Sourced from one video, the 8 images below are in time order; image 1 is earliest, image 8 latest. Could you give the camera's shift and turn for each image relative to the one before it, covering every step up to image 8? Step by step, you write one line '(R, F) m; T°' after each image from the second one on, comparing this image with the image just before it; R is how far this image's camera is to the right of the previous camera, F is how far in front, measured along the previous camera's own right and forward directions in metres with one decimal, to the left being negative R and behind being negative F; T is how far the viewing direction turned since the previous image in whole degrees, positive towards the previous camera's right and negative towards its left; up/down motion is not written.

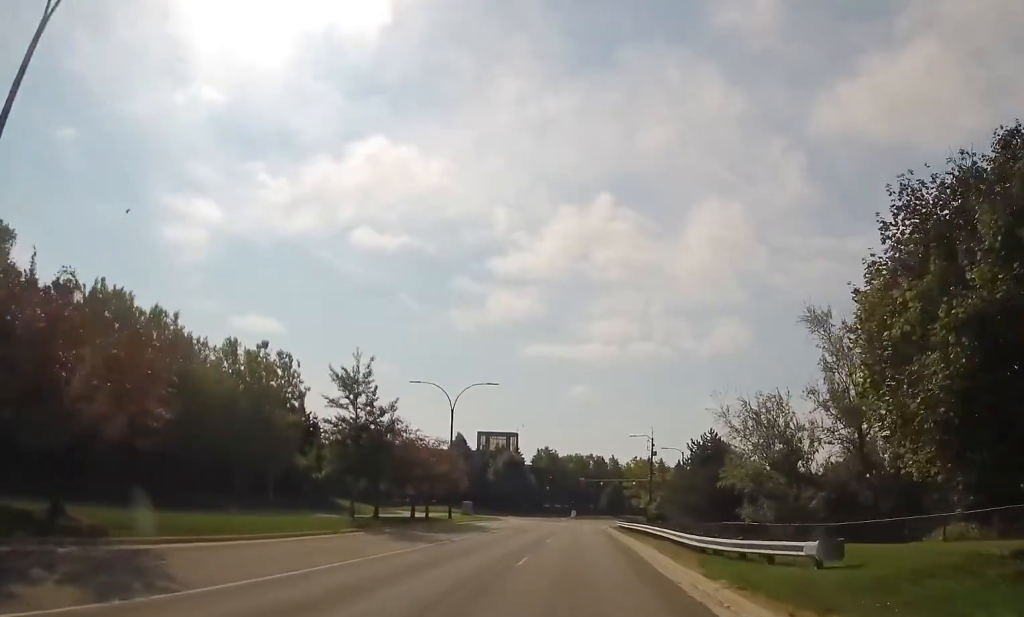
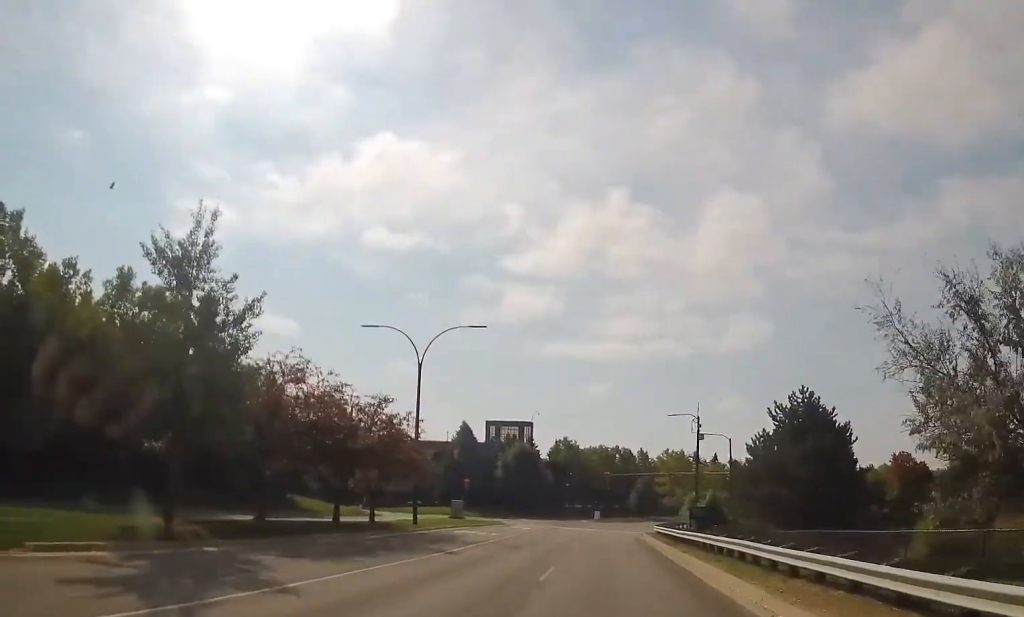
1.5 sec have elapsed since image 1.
(-0.2, +19.3) m; -1°
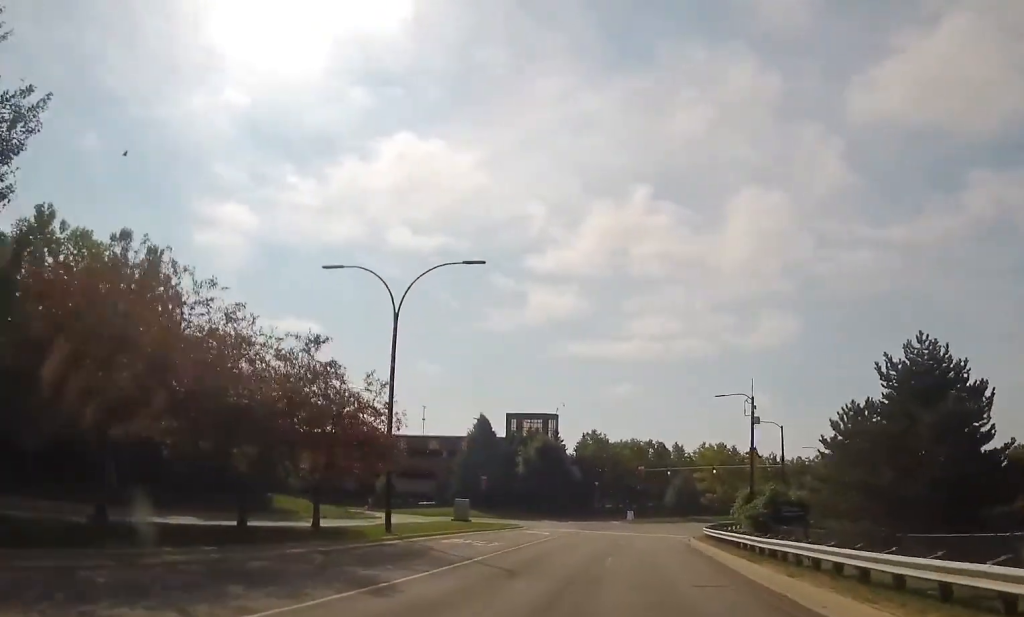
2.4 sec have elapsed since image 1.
(0.0, +10.9) m; 0°
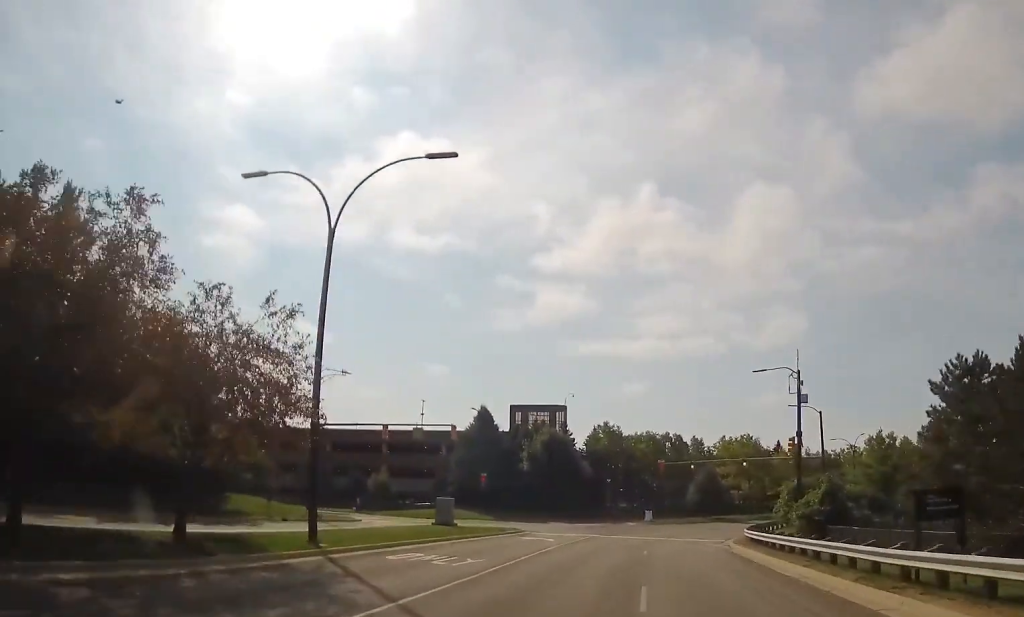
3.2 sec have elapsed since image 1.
(0.0, +9.3) m; 0°
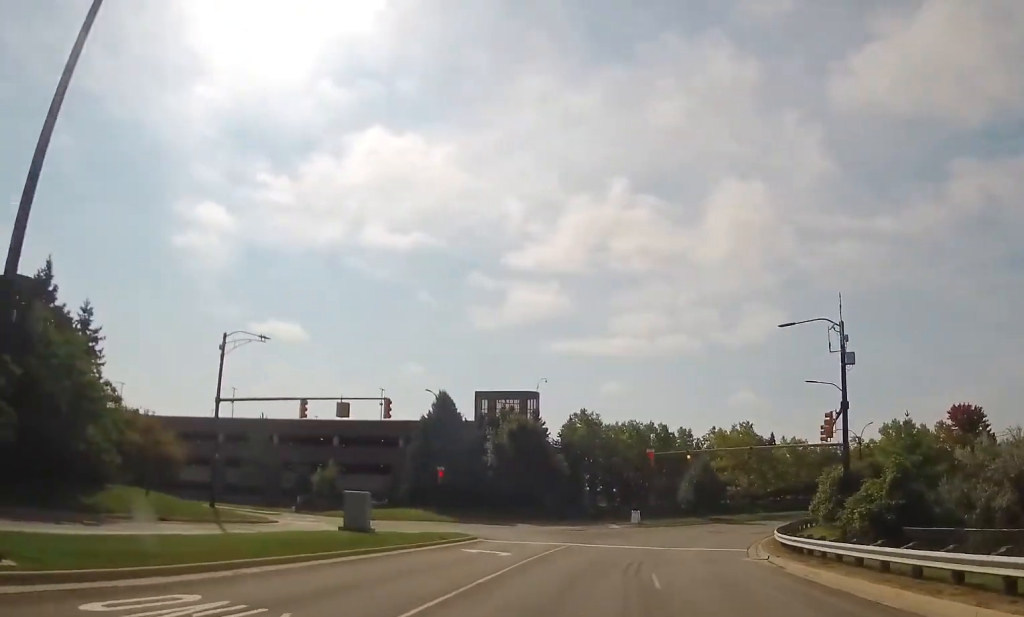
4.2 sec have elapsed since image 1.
(0.0, +11.4) m; 0°
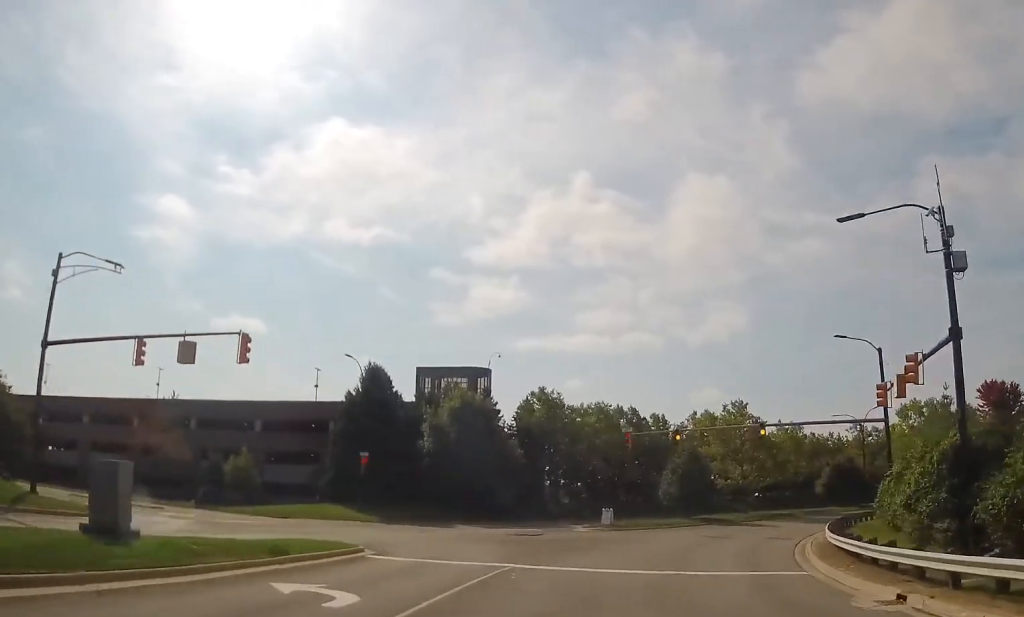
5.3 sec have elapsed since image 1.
(0.0, +12.9) m; +2°
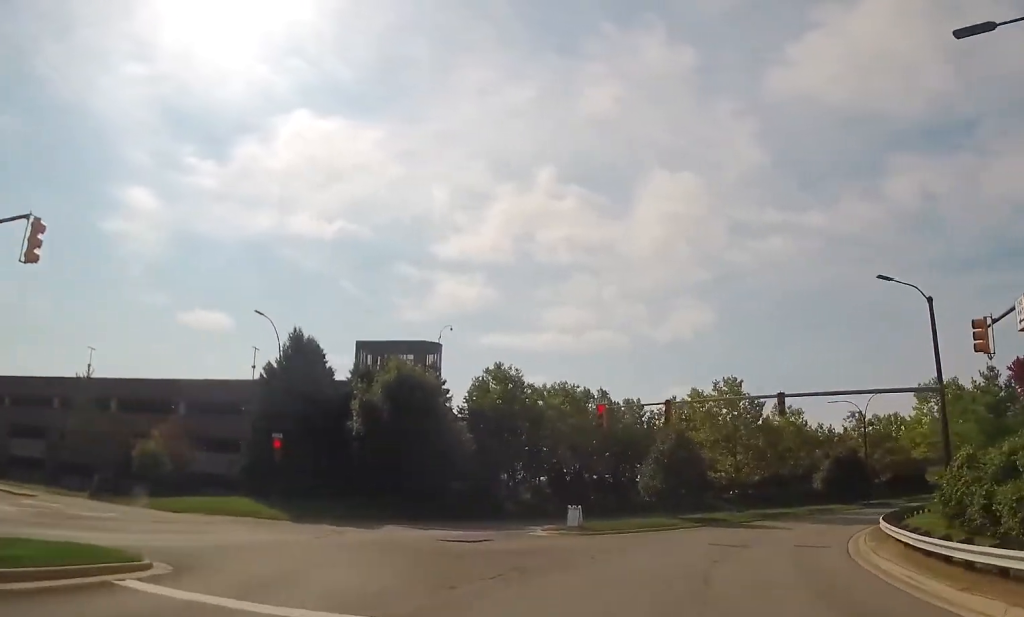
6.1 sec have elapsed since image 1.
(+0.3, +10.0) m; +3°
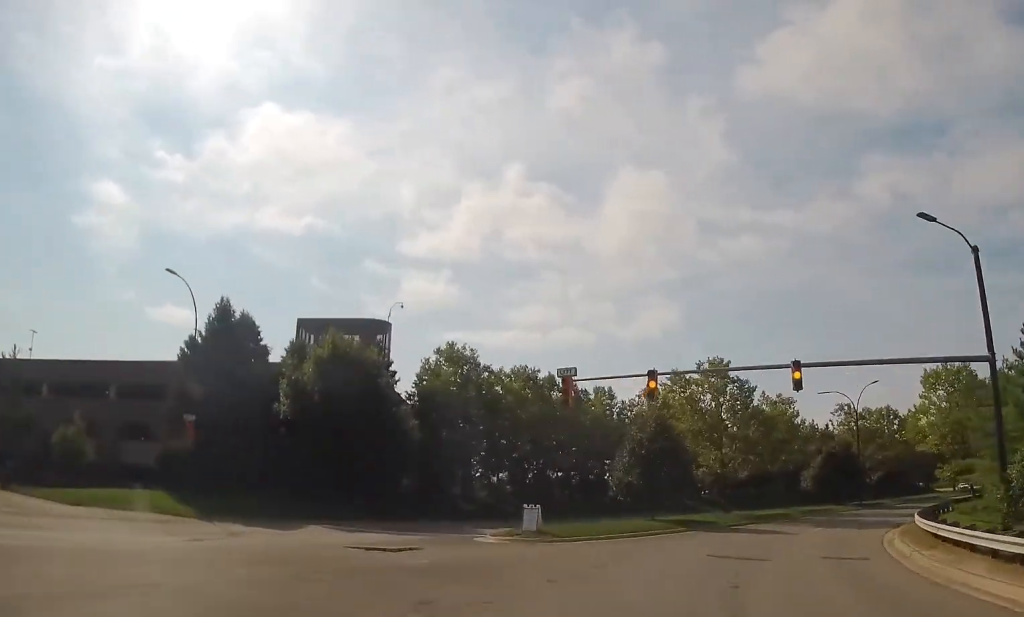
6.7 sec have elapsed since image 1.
(+0.2, +6.7) m; +2°
